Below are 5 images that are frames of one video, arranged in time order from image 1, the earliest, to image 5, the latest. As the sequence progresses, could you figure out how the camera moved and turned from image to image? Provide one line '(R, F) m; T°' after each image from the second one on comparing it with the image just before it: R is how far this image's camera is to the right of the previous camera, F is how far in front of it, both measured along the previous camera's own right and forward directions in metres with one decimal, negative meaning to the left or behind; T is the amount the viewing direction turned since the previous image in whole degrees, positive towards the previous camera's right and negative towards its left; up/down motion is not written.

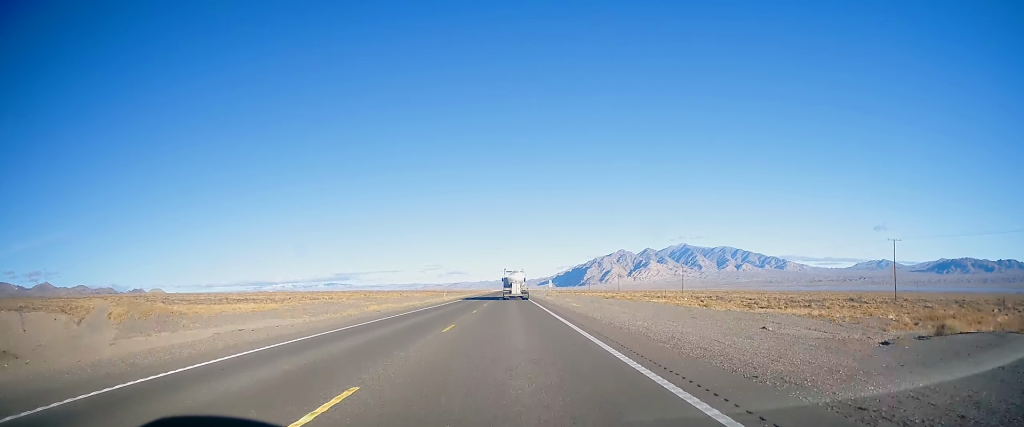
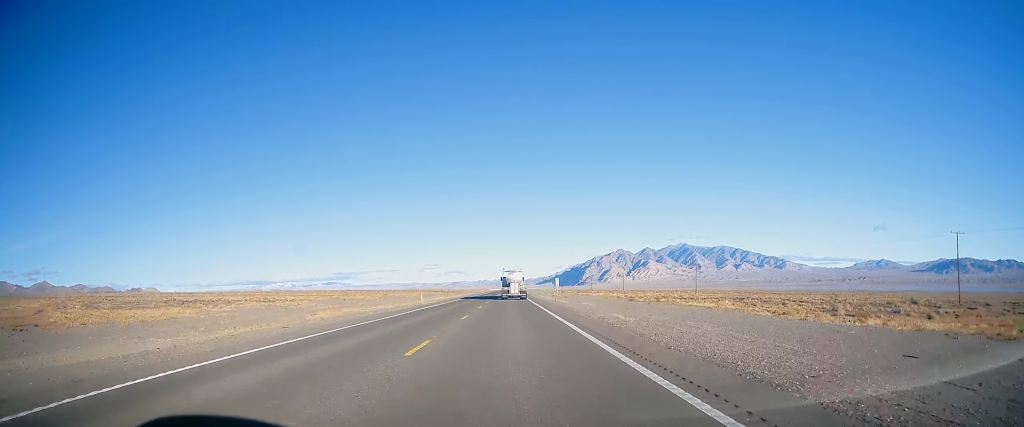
(+0.6, +17.7) m; 0°
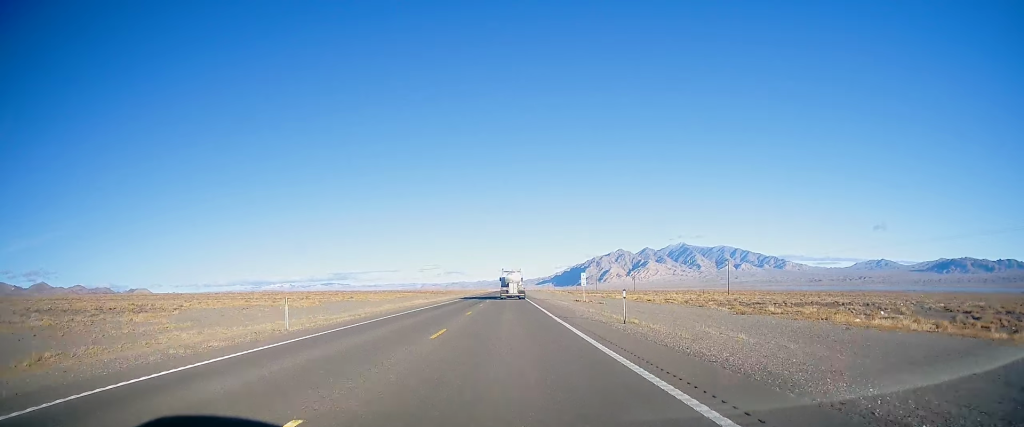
(-0.5, +32.4) m; -1°
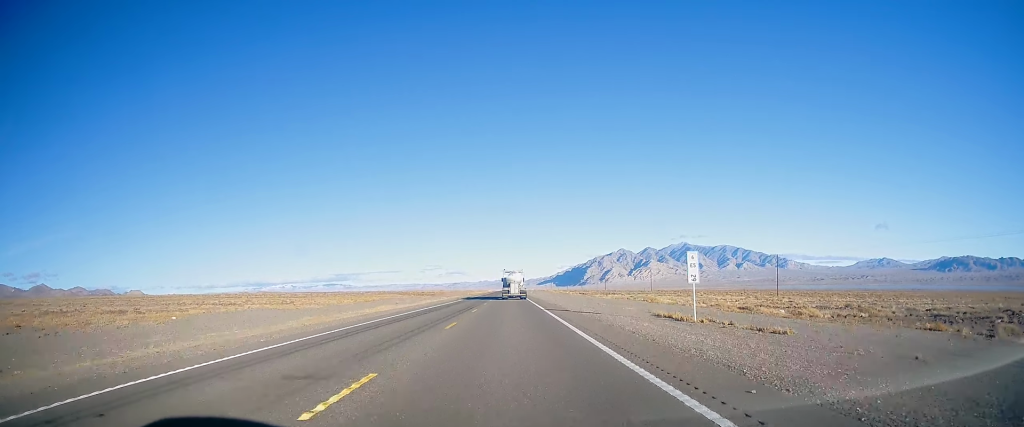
(+0.1, +33.5) m; +1°
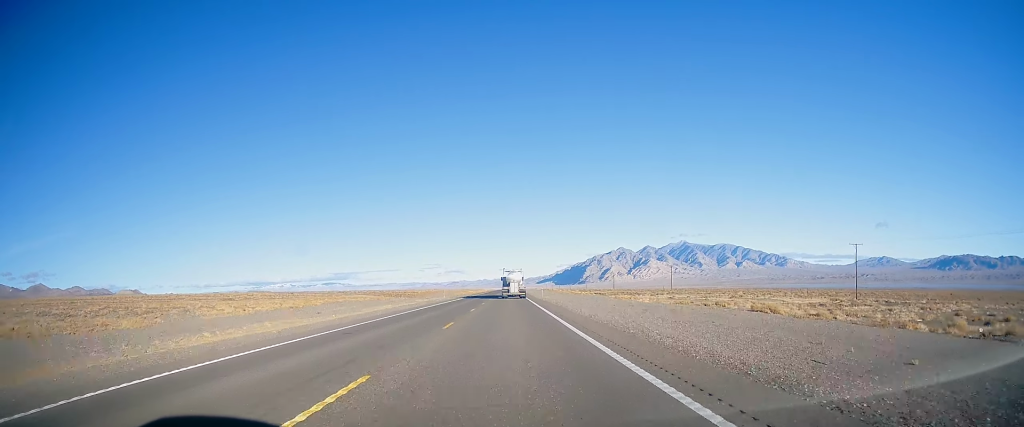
(+0.6, +36.6) m; 0°
